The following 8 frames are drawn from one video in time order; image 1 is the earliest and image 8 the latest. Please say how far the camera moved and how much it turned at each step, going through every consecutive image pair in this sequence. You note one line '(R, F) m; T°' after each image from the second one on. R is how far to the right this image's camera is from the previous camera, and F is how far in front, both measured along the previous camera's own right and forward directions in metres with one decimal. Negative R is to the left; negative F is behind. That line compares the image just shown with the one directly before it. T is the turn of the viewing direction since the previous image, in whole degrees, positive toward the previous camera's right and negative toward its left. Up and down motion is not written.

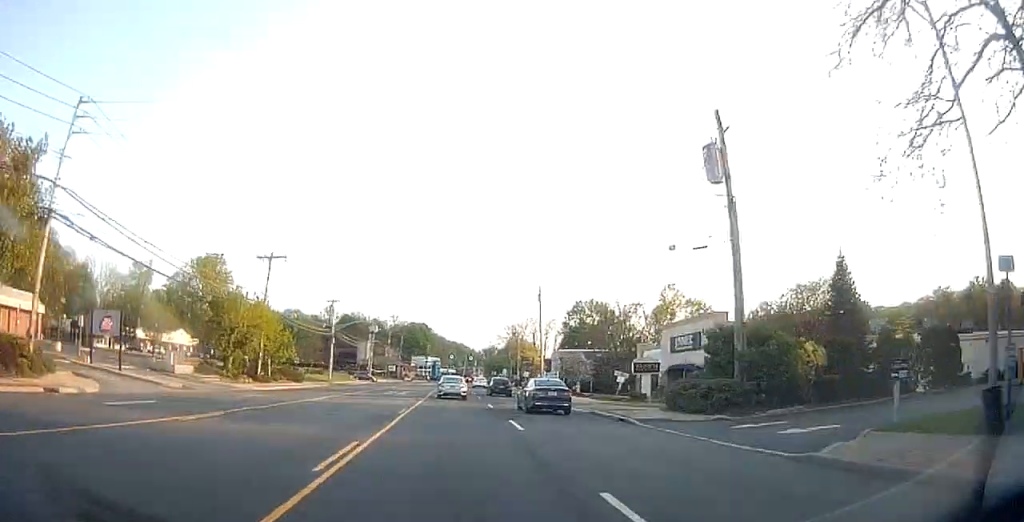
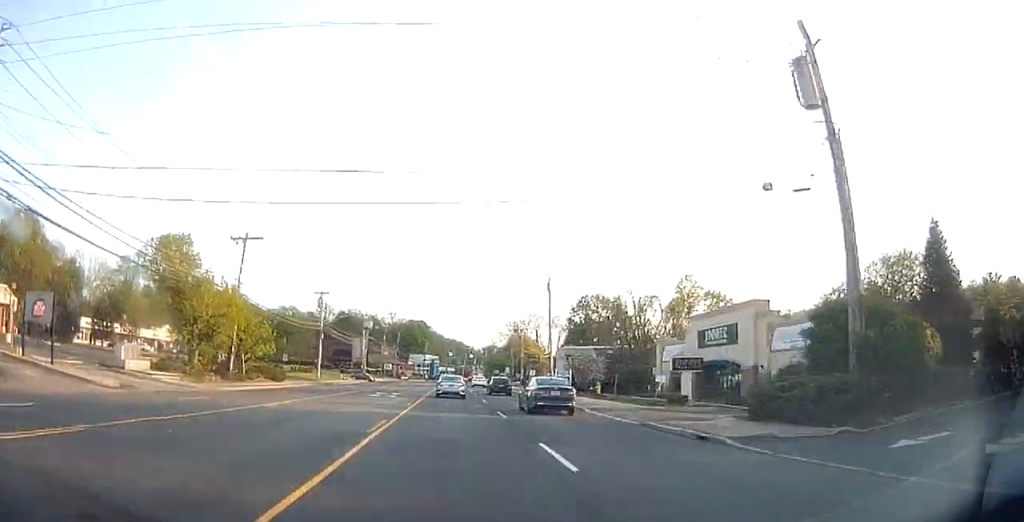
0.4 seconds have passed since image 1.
(0.0, +7.4) m; 0°
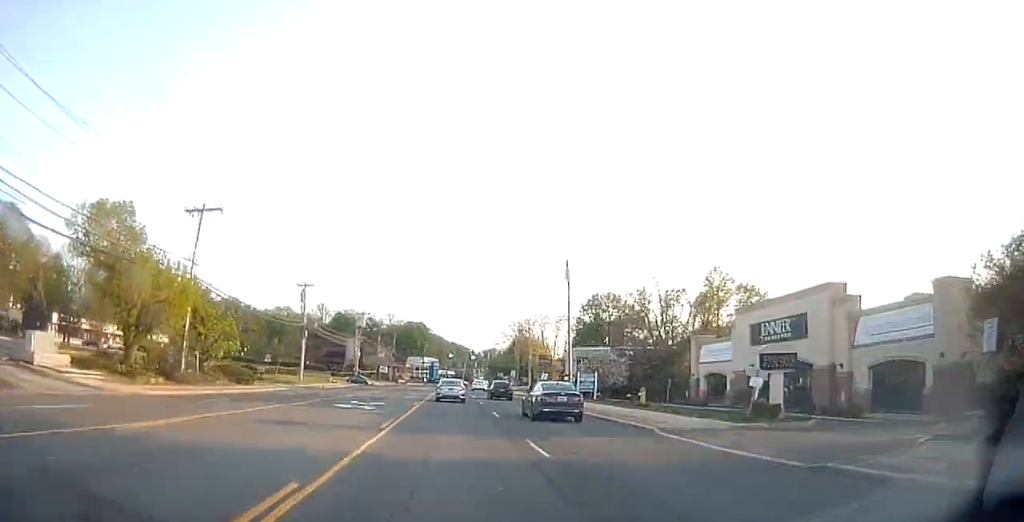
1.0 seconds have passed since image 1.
(+0.1, +9.6) m; 0°
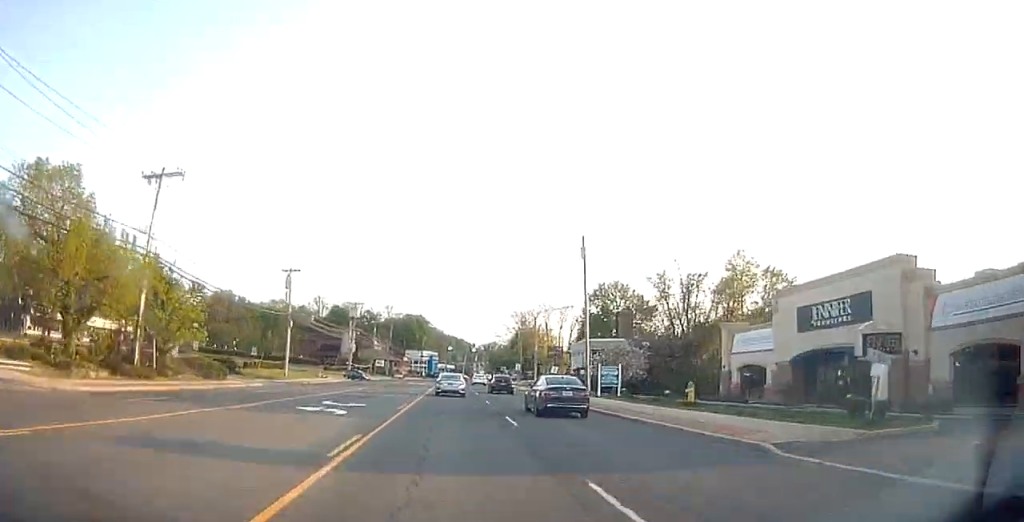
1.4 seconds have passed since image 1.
(0.0, +6.6) m; 0°
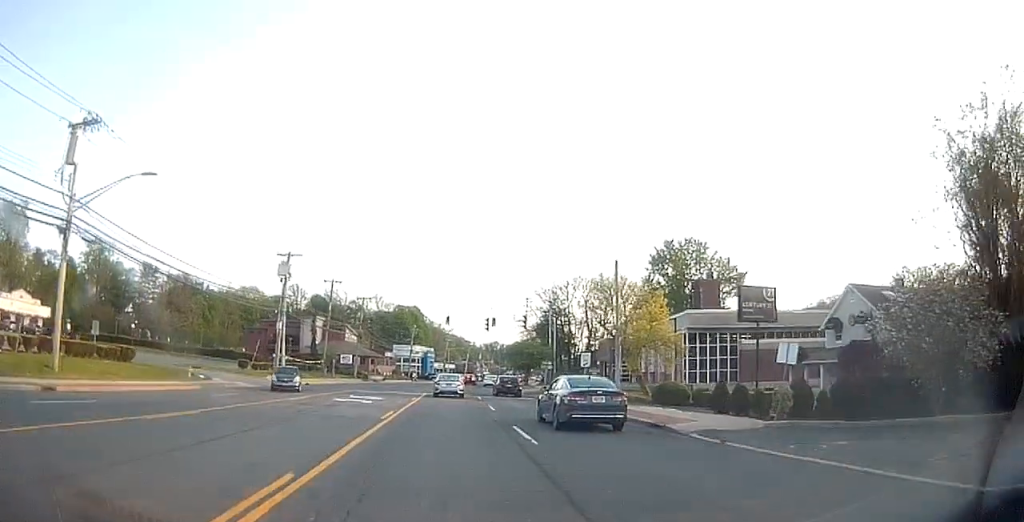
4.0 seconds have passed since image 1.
(-0.6, +41.7) m; -1°
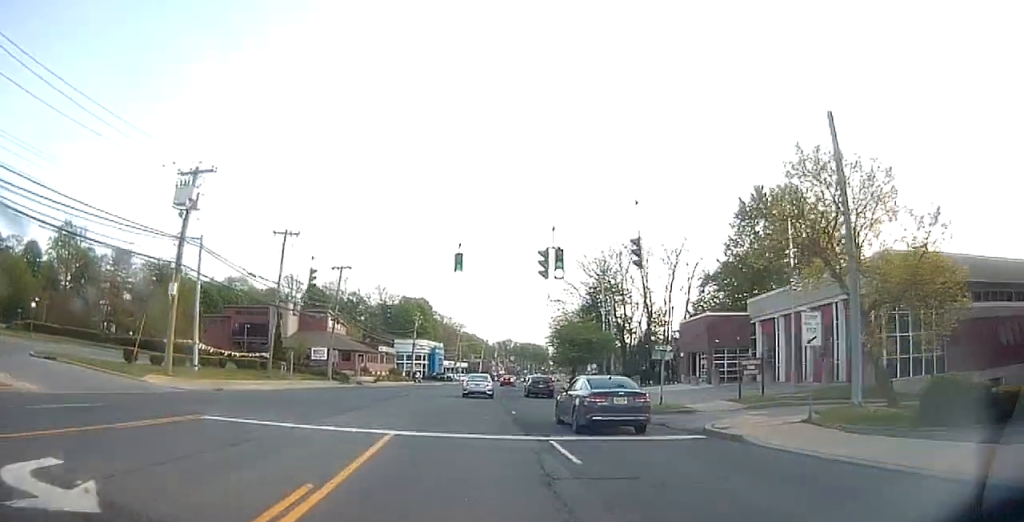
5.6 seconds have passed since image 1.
(+0.2, +25.6) m; +1°
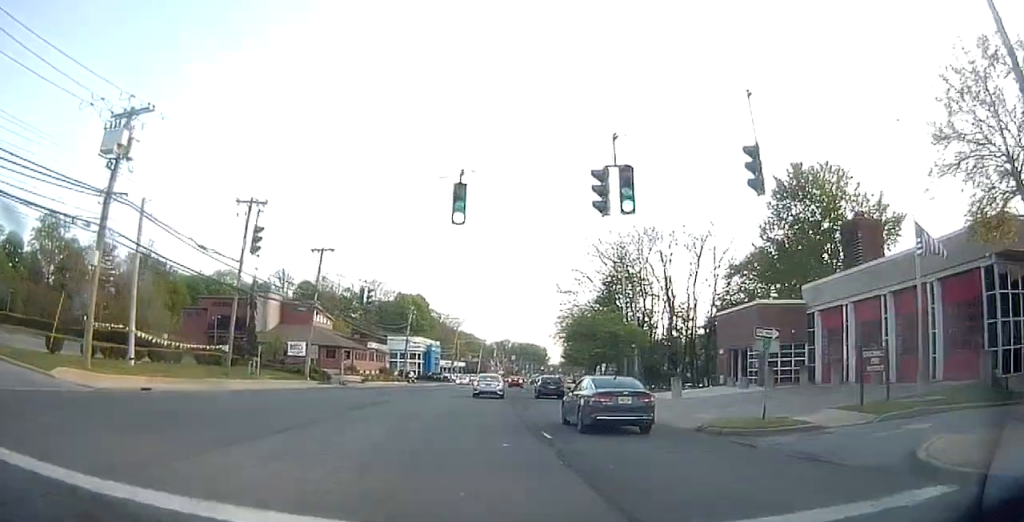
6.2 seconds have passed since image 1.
(0.0, +8.7) m; 0°
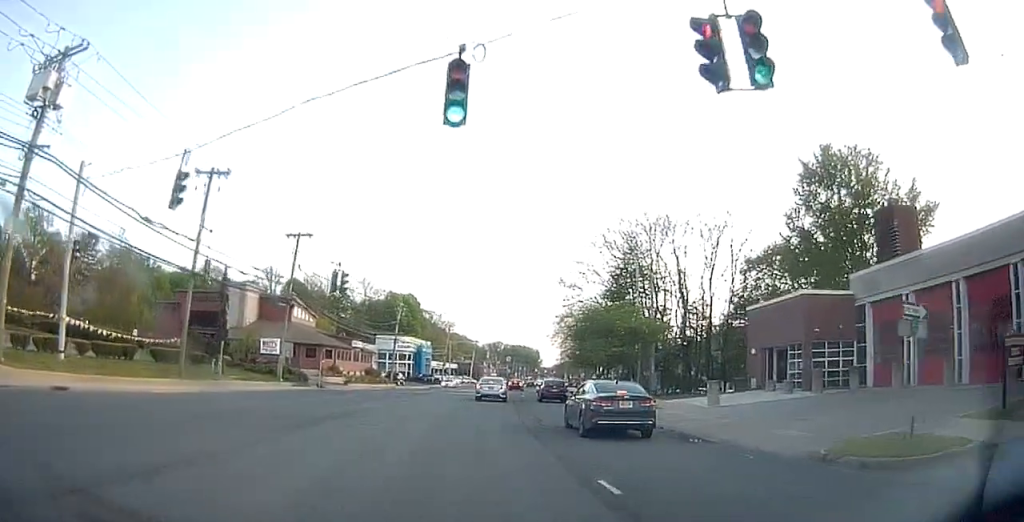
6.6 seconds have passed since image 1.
(0.0, +6.2) m; +1°
